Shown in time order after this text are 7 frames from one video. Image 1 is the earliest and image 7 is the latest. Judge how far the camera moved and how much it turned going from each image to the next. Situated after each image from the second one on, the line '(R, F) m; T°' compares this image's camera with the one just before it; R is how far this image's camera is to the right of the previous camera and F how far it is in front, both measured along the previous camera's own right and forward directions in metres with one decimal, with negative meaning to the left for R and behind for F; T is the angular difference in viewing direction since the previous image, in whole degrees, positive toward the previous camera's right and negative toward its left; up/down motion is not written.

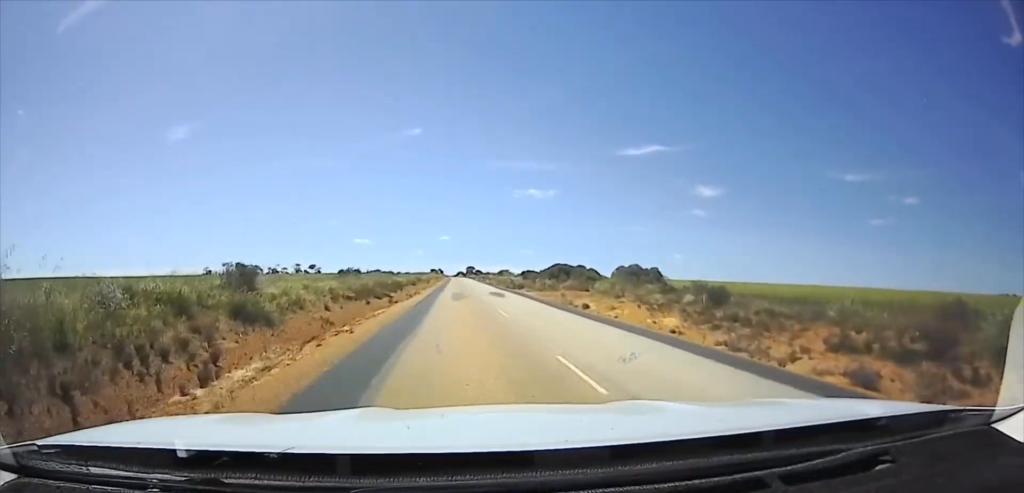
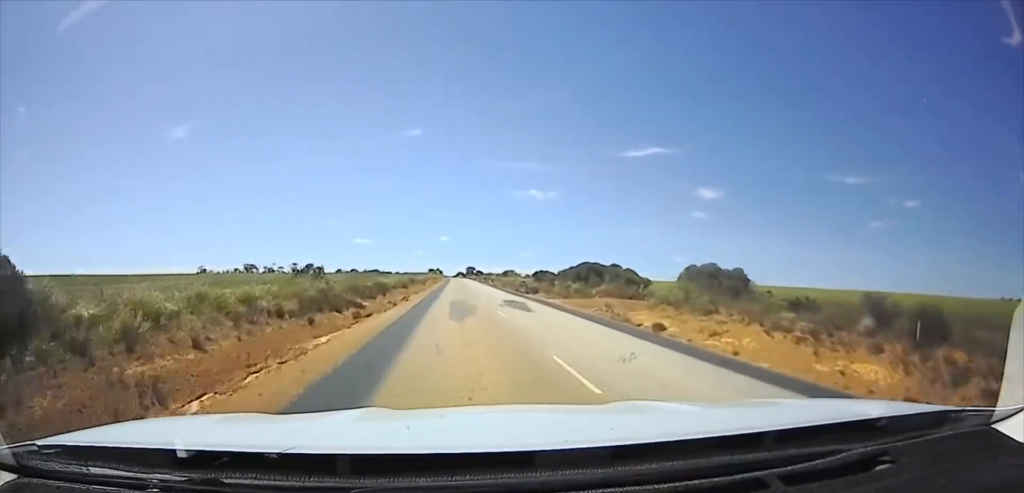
(+0.1, +12.3) m; 0°
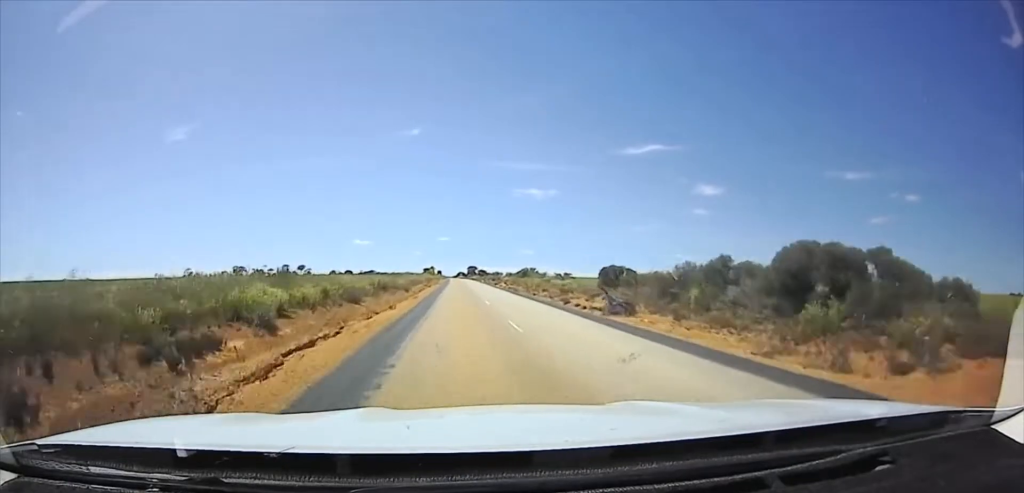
(+0.4, +30.9) m; -1°
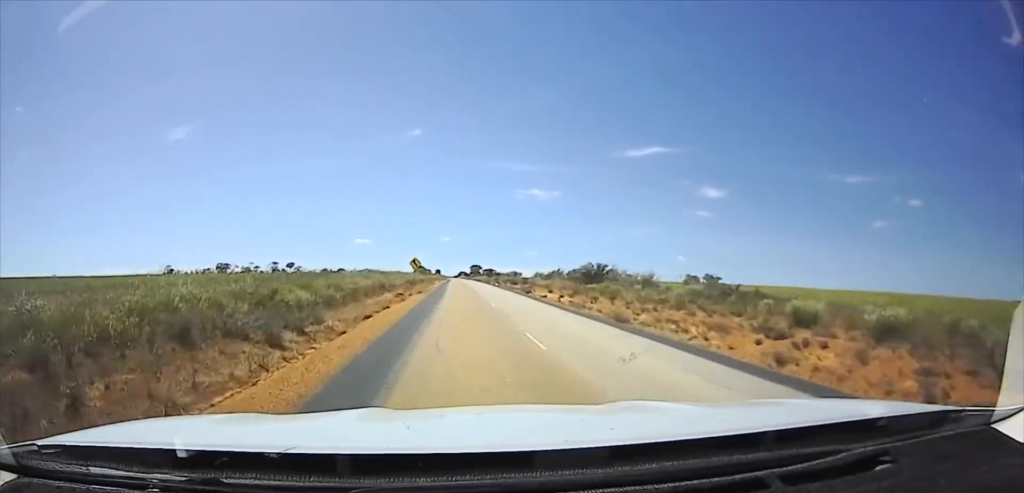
(-1.1, +42.3) m; 0°
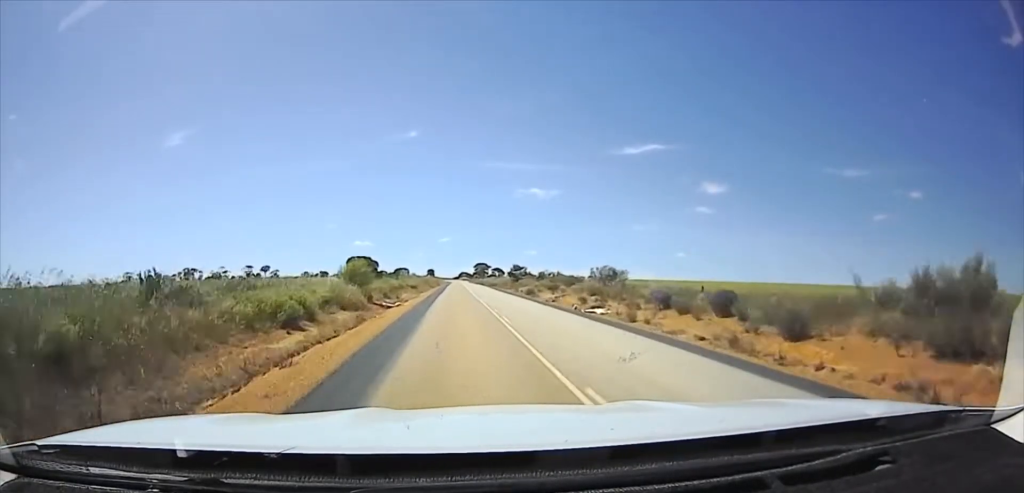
(+2.3, +66.2) m; +3°
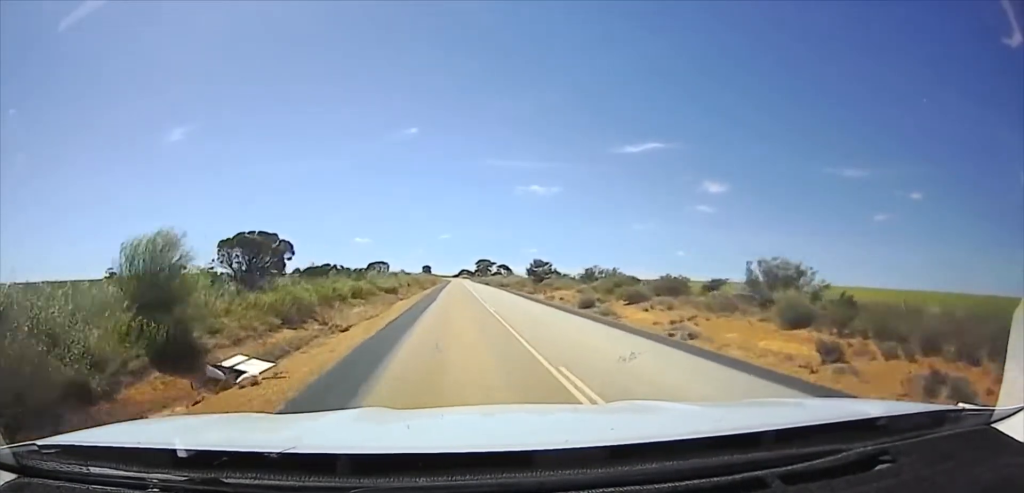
(+0.1, +28.9) m; -1°
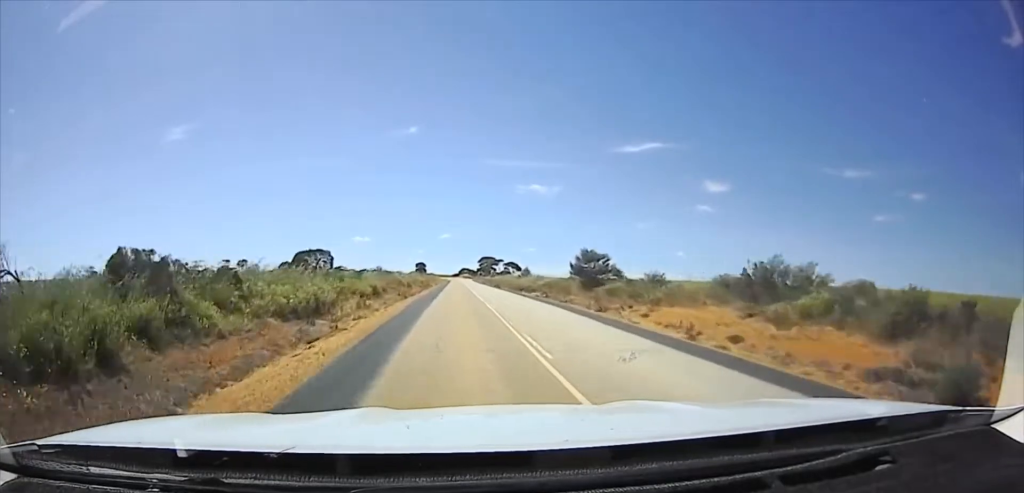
(-0.5, +33.9) m; -2°
